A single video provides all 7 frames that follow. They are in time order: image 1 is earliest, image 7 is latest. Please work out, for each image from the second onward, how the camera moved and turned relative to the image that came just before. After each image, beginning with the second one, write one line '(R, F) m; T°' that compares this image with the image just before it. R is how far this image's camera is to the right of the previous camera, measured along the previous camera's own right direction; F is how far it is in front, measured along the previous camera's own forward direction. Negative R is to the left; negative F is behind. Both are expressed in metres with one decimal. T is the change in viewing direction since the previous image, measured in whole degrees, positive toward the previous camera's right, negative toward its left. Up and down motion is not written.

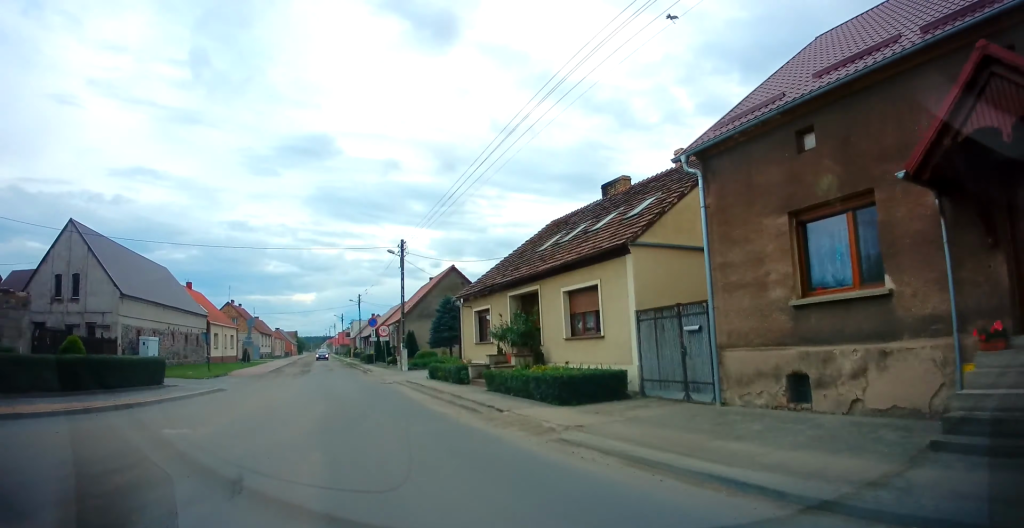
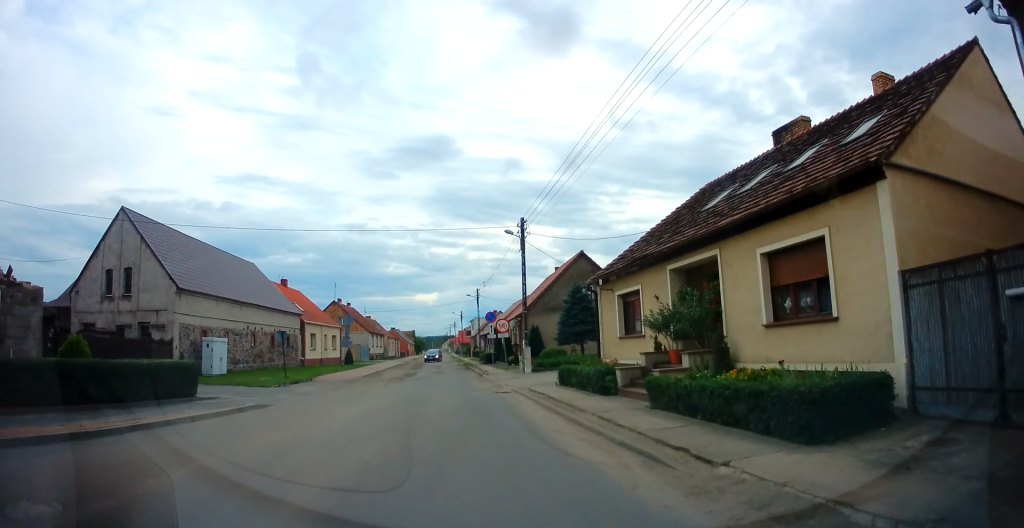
(-0.8, +5.3) m; -11°
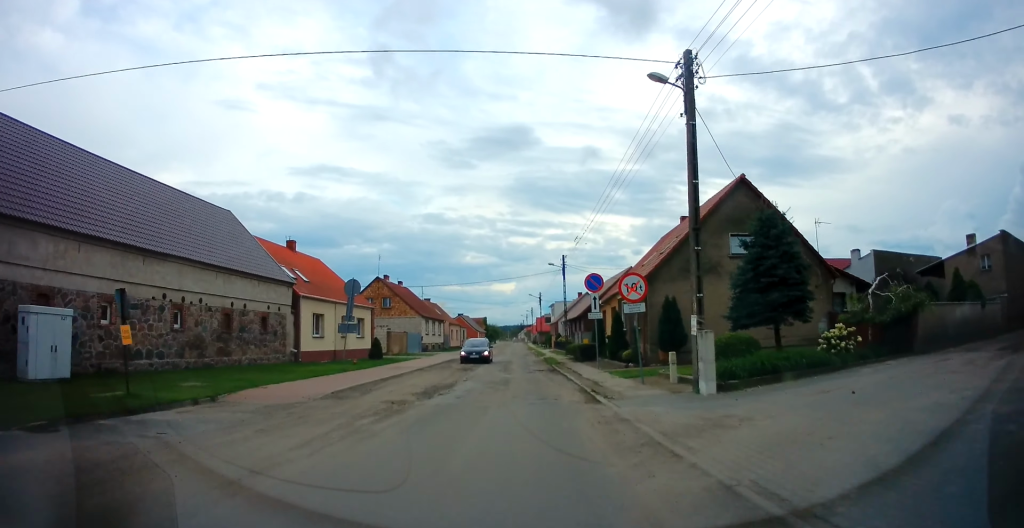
(-2.4, +16.6) m; -11°
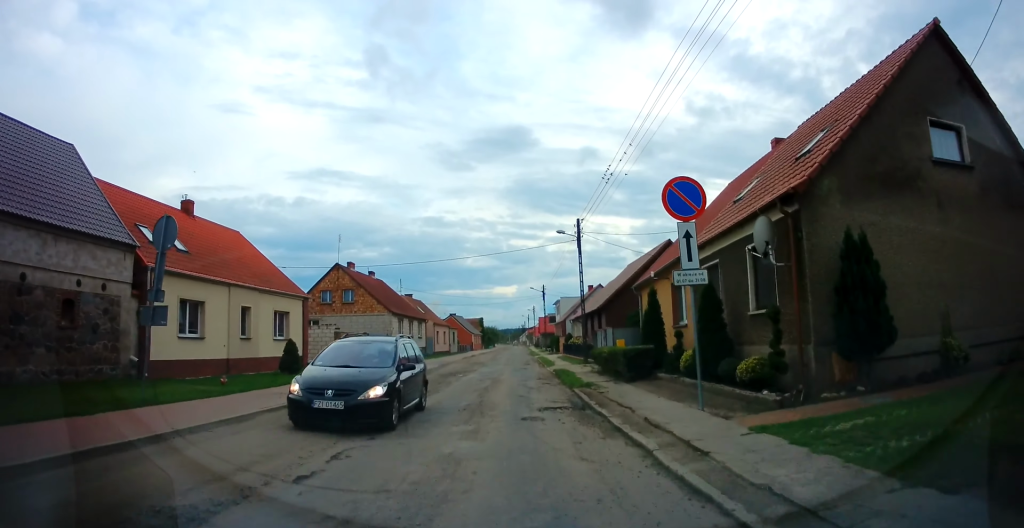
(+0.8, +13.9) m; +2°
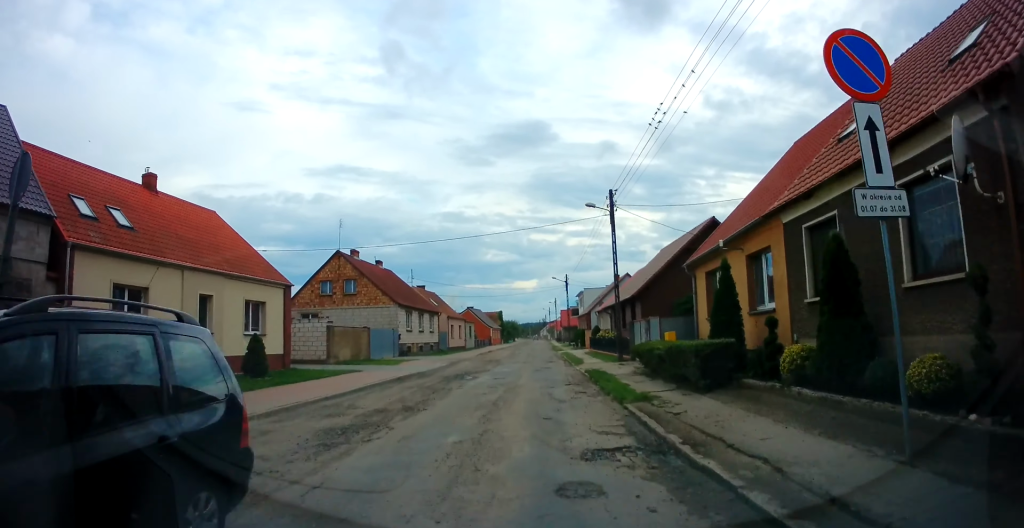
(0.0, +5.1) m; -1°
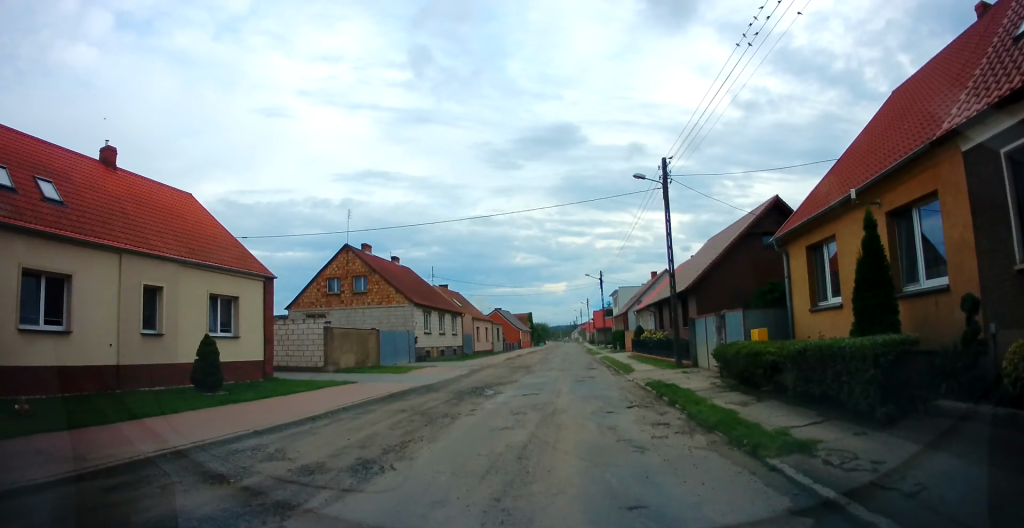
(-0.2, +5.1) m; -2°
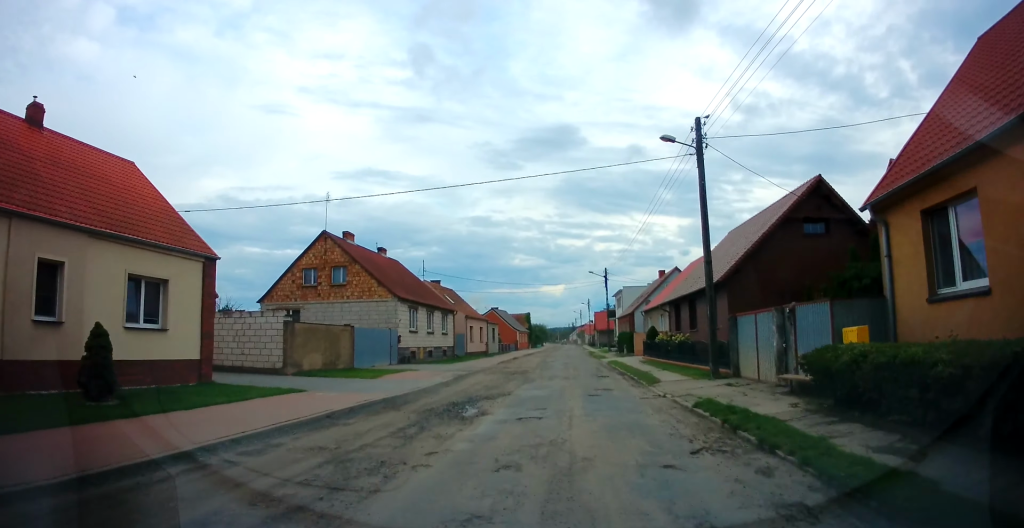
(-0.1, +4.5) m; -1°
